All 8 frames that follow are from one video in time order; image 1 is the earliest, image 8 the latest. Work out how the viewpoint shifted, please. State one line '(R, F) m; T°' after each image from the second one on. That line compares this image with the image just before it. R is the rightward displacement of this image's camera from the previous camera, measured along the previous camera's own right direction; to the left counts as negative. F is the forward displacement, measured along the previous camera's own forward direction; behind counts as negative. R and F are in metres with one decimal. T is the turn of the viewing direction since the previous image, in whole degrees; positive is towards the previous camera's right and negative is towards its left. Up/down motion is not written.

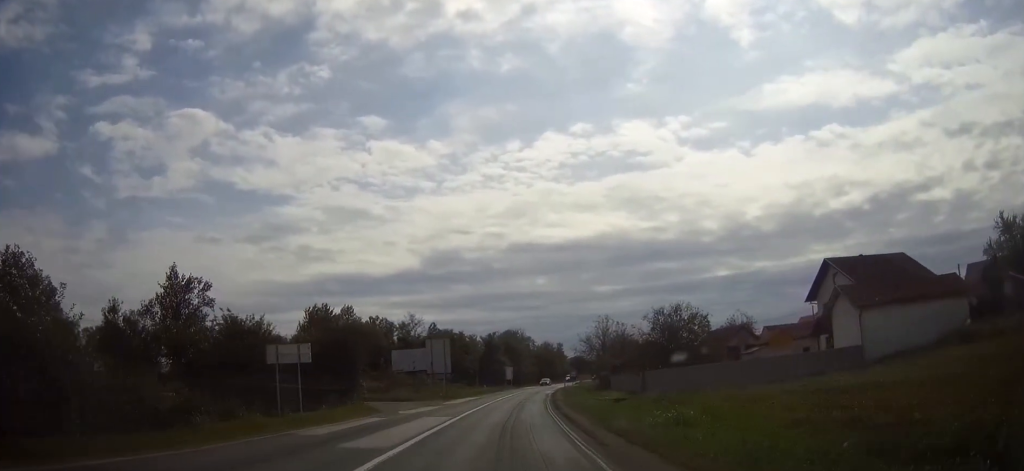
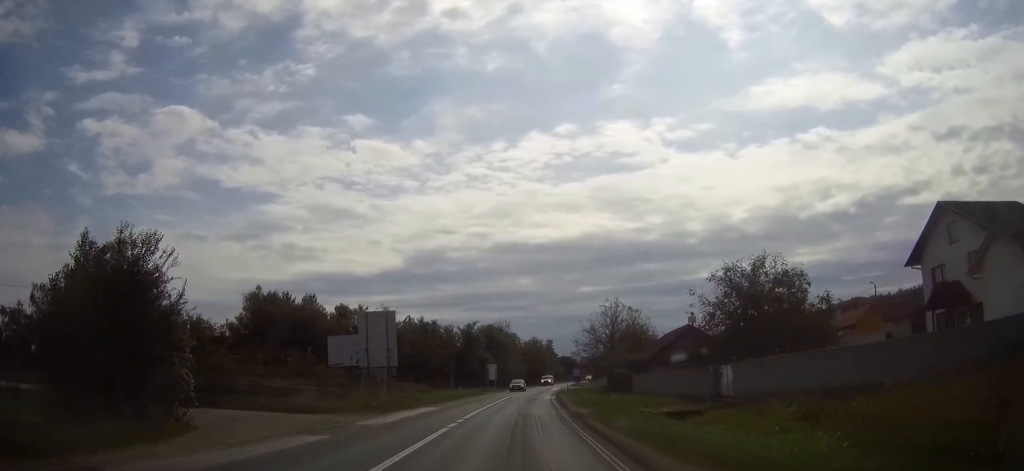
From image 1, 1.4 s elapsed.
(+0.4, +22.1) m; +2°
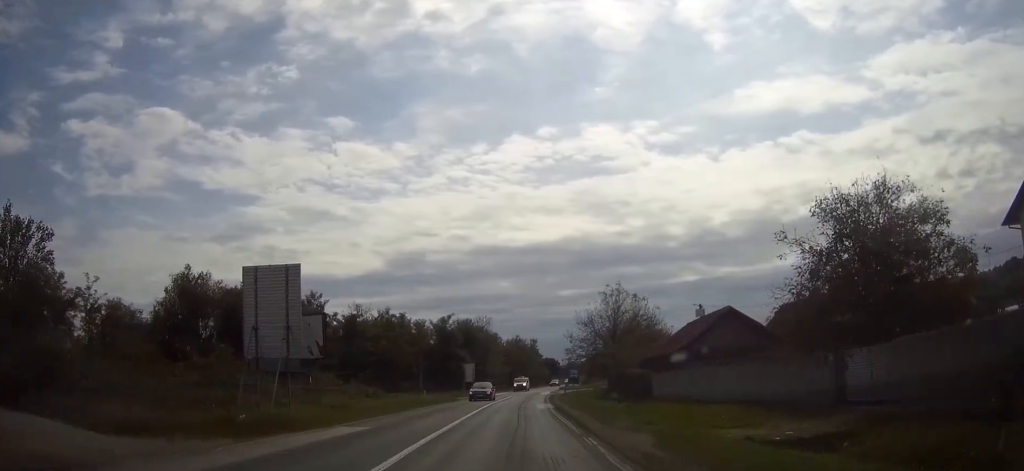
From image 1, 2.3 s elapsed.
(+0.2, +14.5) m; +1°
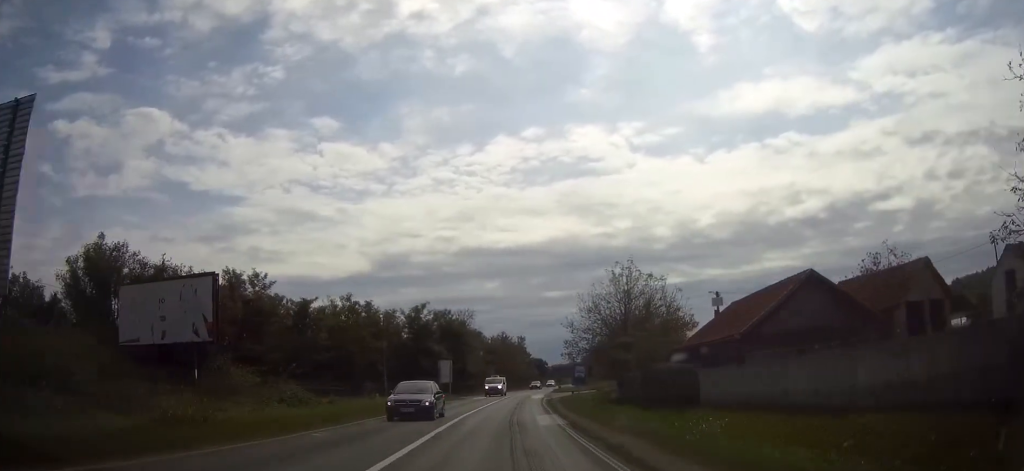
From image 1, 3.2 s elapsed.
(+0.1, +13.8) m; +1°
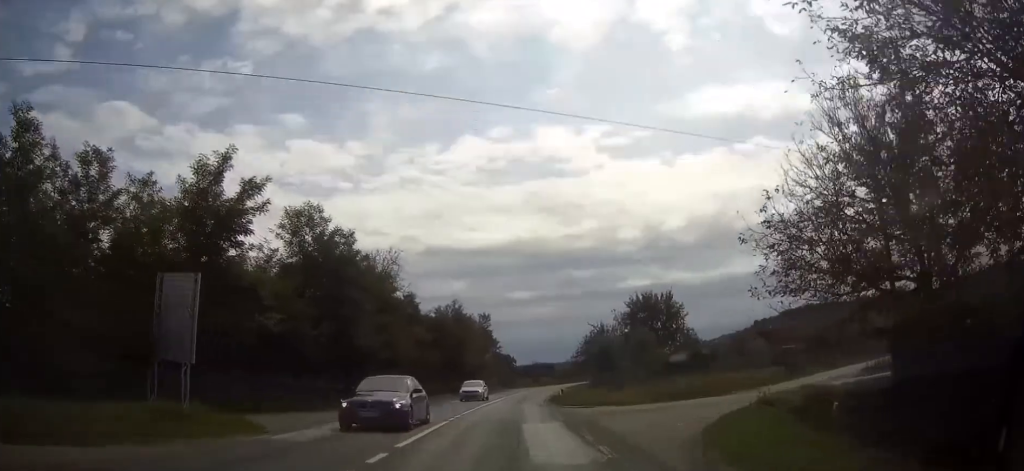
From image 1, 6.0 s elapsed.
(+0.9, +48.3) m; +3°
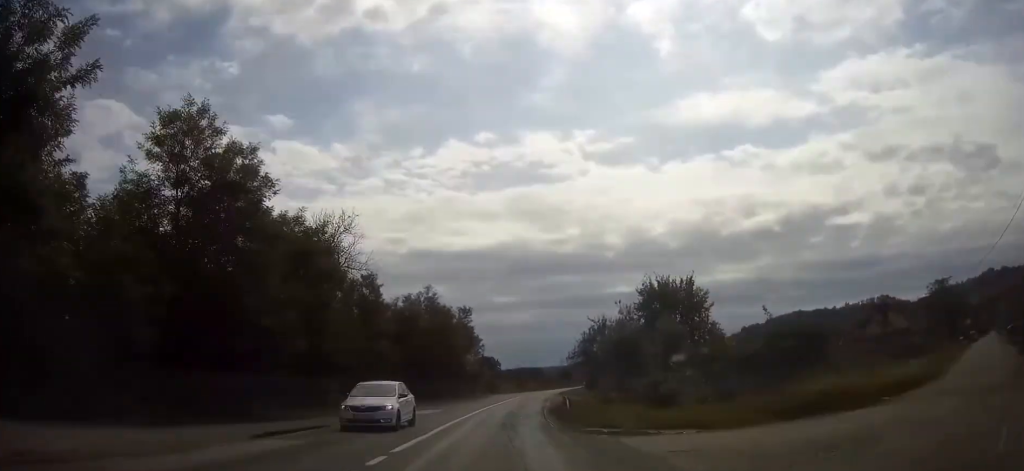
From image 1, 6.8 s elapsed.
(+0.2, +13.7) m; +1°
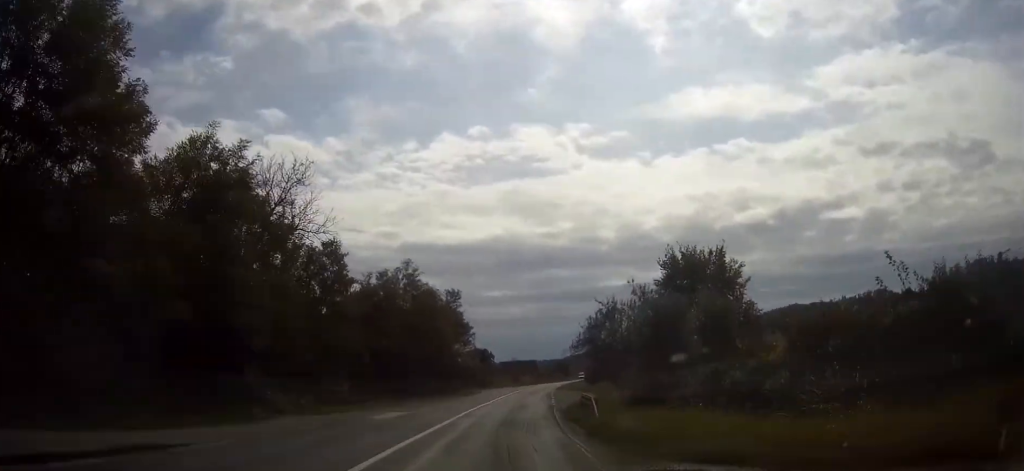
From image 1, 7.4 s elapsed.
(0.0, +10.2) m; +1°
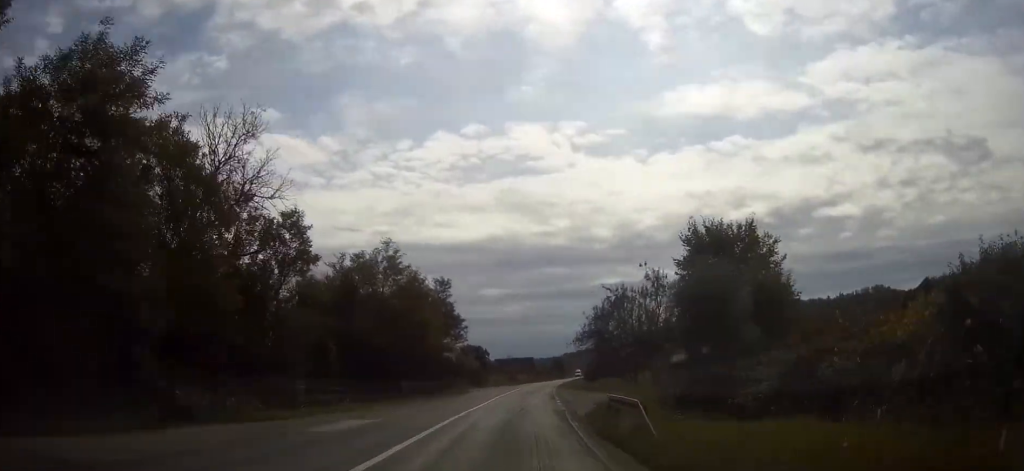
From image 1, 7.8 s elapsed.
(0.0, +7.4) m; 0°
